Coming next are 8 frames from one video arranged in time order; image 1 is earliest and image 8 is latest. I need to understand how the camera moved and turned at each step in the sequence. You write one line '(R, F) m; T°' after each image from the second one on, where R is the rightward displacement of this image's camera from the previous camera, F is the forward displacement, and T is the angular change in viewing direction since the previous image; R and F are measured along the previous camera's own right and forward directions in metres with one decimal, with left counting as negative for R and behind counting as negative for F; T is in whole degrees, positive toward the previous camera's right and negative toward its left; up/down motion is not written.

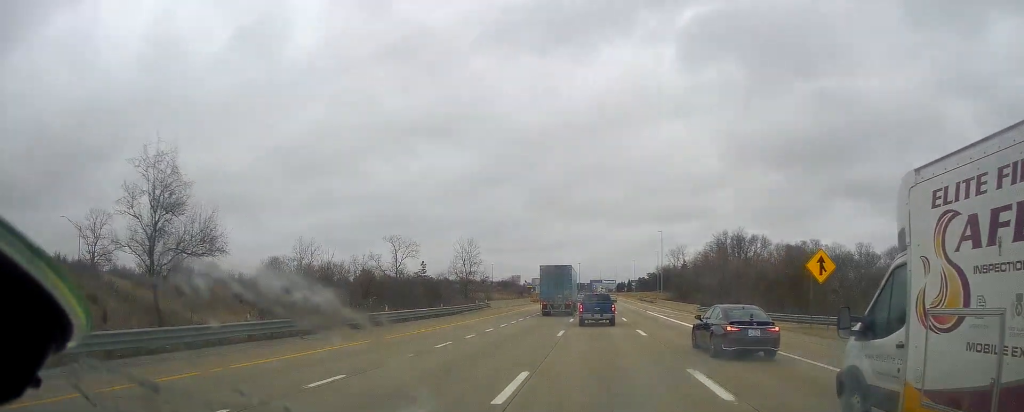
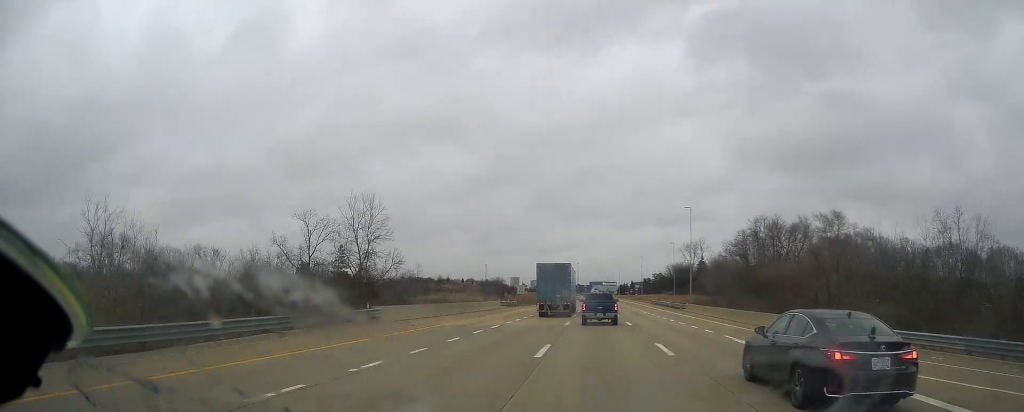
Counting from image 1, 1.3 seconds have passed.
(+0.1, +38.0) m; 0°
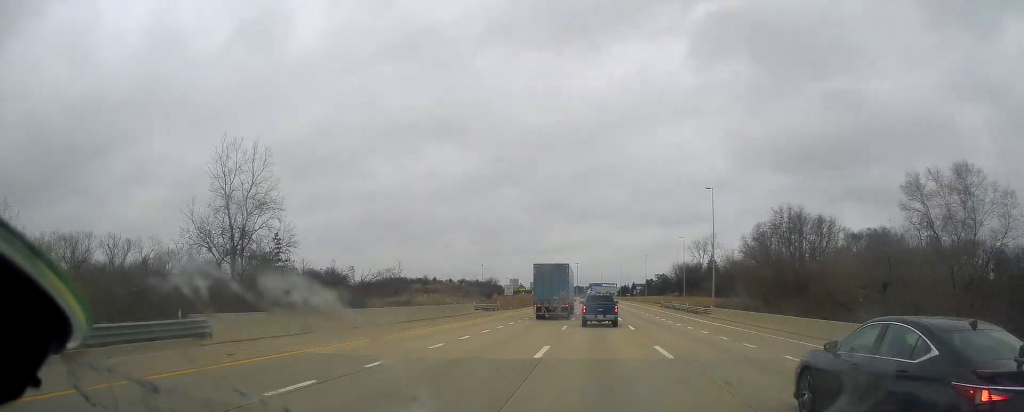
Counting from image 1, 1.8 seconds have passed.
(0.0, +17.2) m; 0°
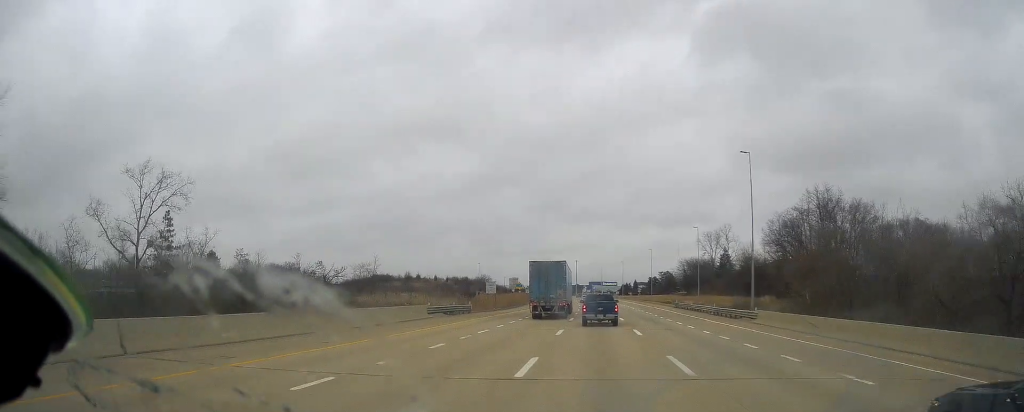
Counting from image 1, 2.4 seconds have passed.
(-0.1, +18.5) m; 0°
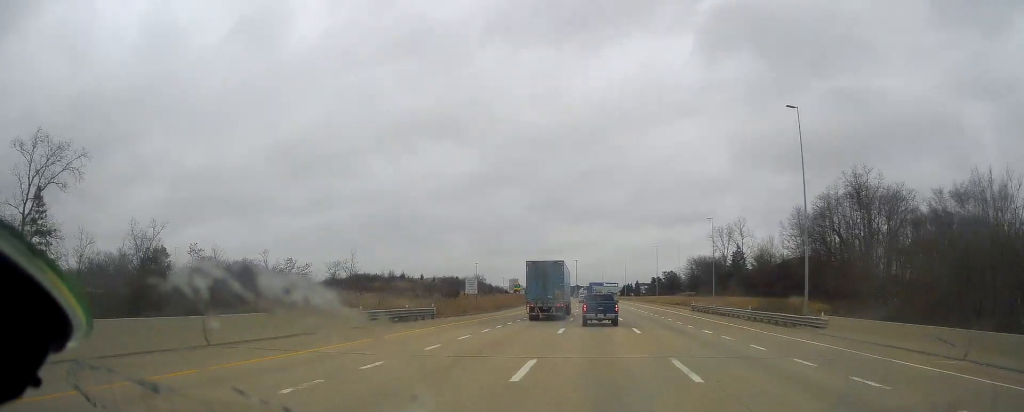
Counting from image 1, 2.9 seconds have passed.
(0.0, +14.4) m; 0°
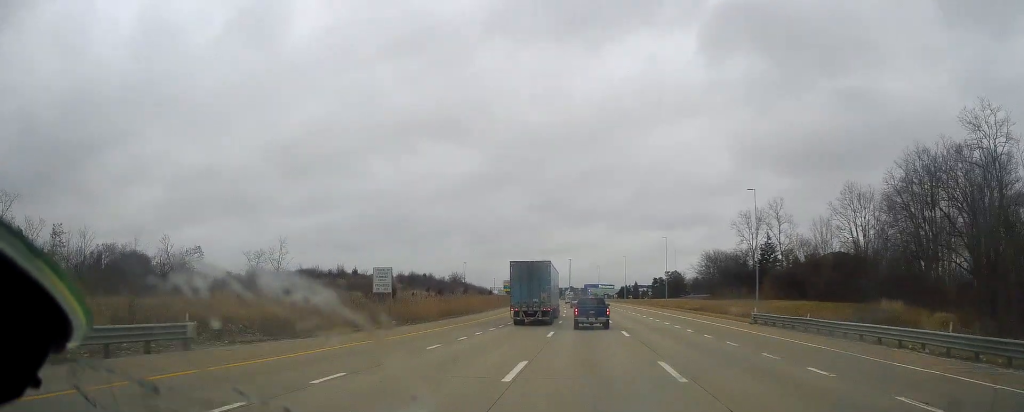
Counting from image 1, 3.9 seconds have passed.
(0.0, +30.2) m; +1°
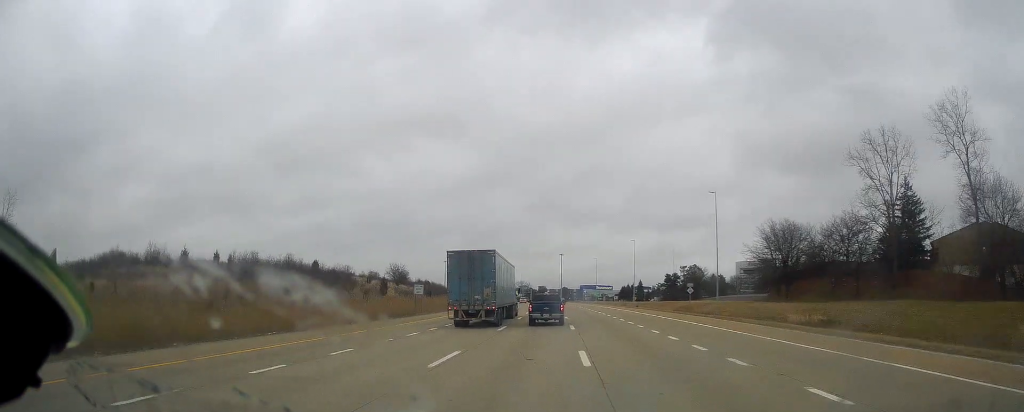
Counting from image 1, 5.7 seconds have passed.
(+1.4, +58.4) m; +1°
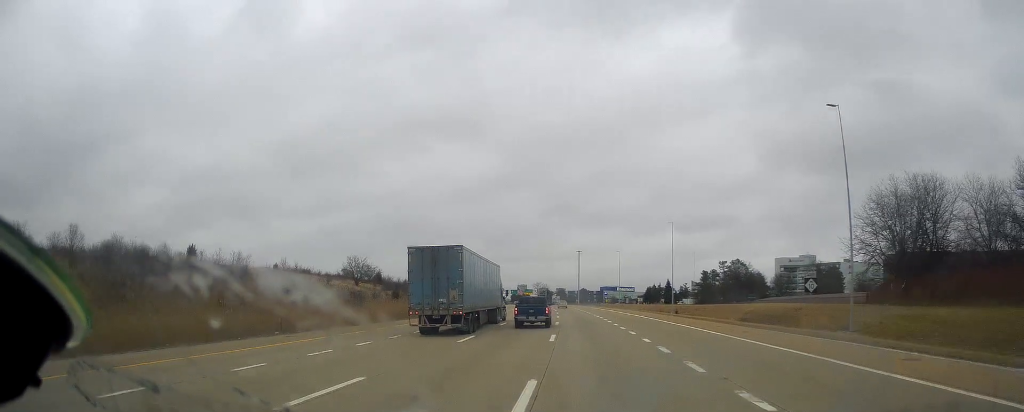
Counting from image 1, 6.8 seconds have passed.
(-0.4, +35.7) m; -1°
